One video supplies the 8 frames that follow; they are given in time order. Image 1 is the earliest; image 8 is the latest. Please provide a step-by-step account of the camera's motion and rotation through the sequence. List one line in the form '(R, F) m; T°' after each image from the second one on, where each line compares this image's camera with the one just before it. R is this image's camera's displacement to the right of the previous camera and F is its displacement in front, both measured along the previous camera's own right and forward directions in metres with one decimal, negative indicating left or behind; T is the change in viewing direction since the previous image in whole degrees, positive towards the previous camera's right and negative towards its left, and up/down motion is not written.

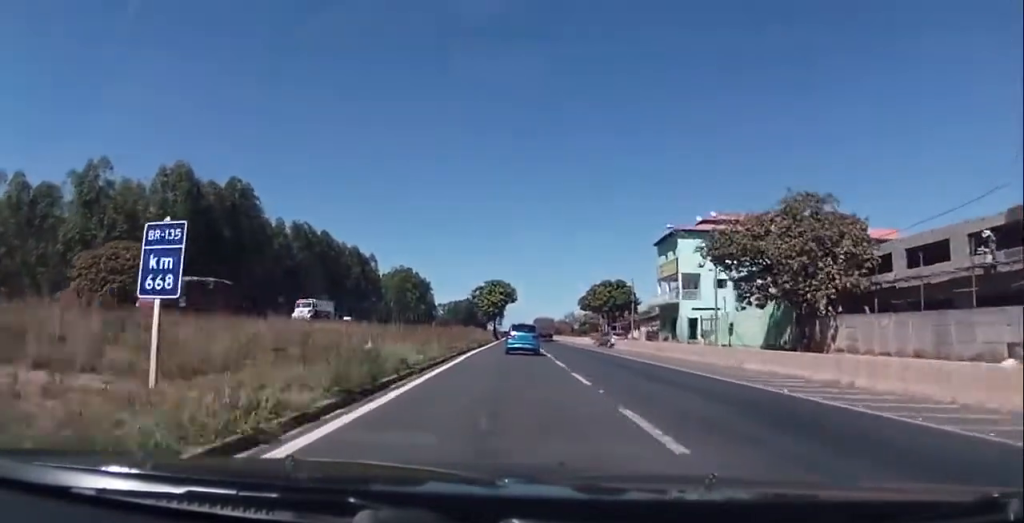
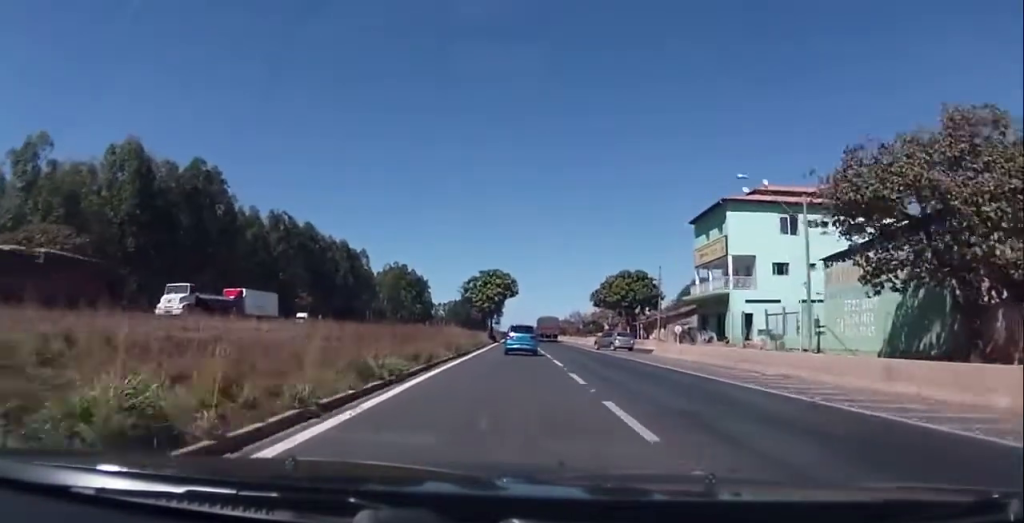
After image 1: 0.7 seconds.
(+0.1, +16.5) m; 0°
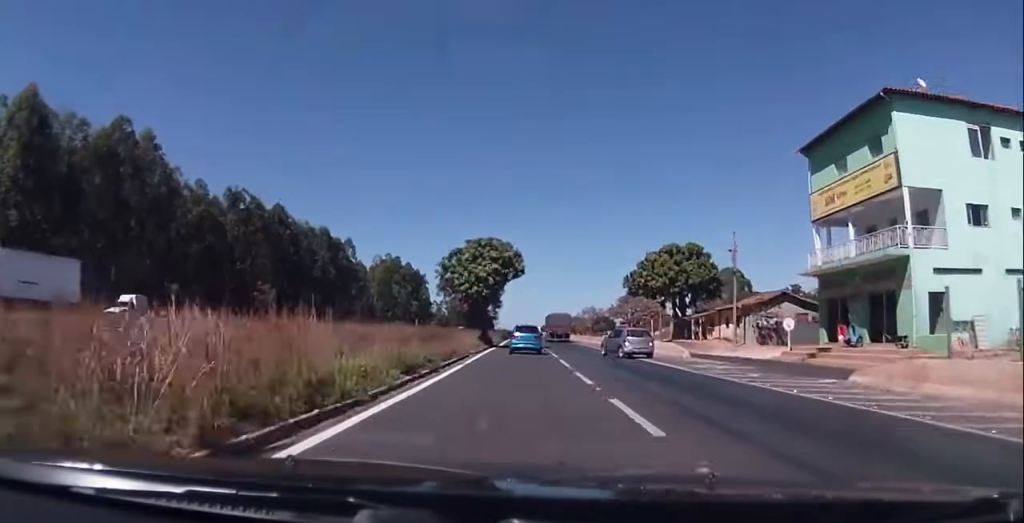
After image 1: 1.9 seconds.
(-0.3, +25.5) m; 0°
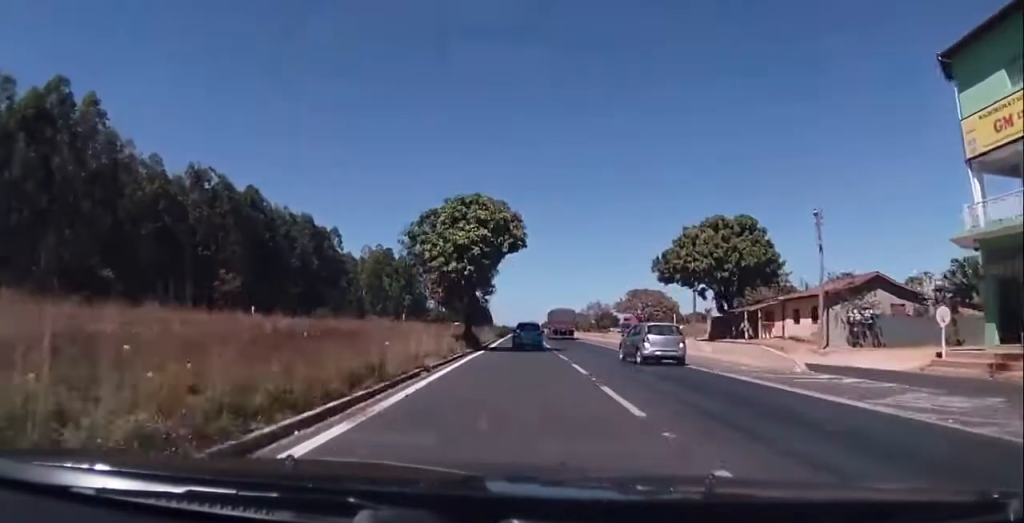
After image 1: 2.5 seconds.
(0.0, +15.1) m; 0°
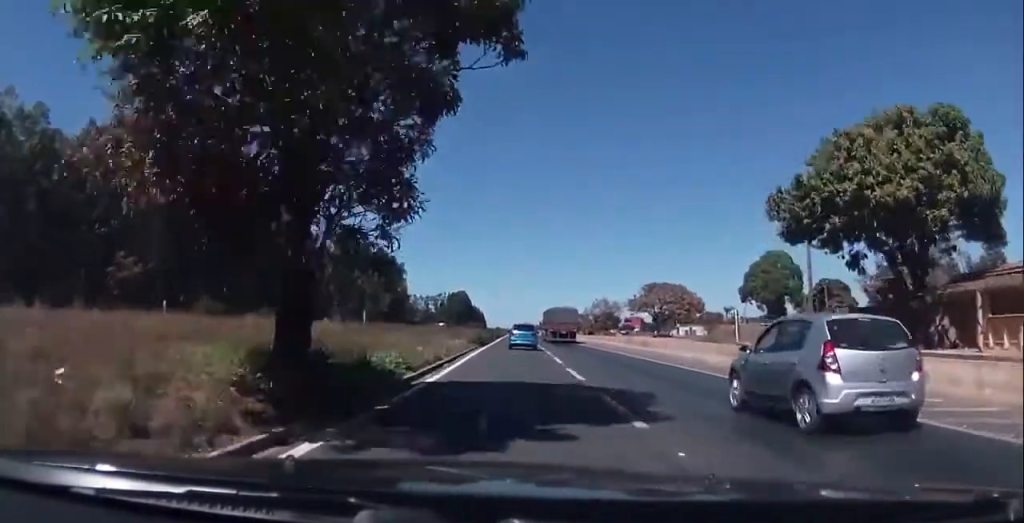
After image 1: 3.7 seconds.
(0.0, +26.8) m; -1°
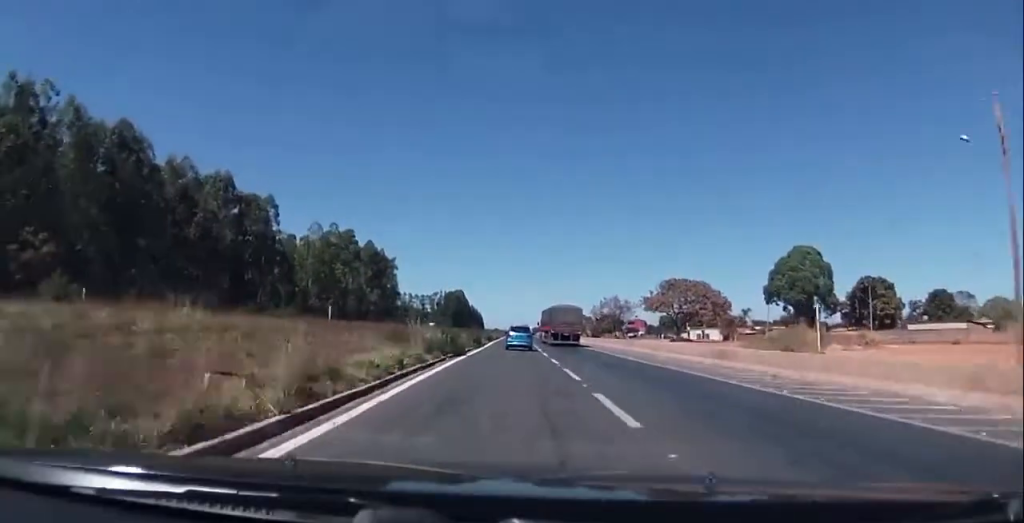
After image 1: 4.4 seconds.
(-0.1, +17.0) m; -1°
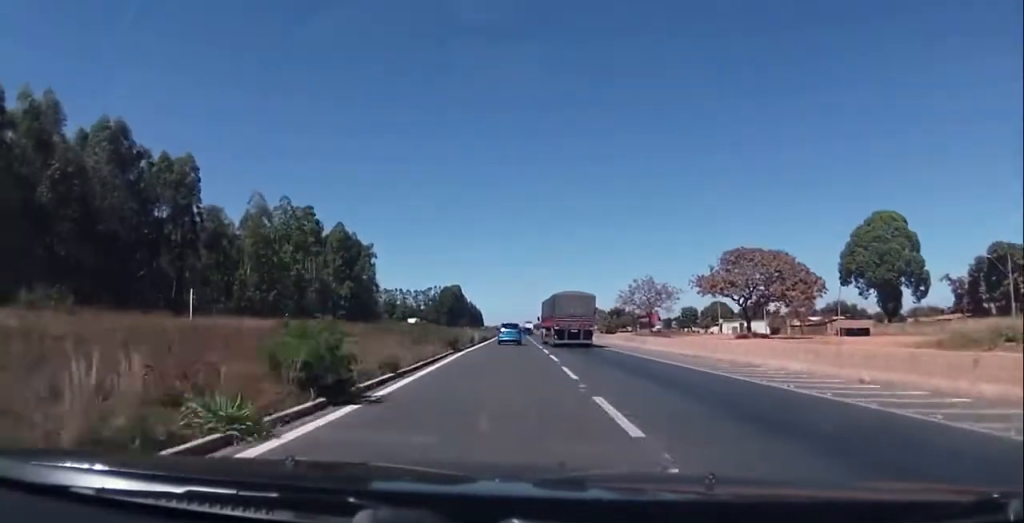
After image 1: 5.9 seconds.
(+0.1, +35.1) m; +1°
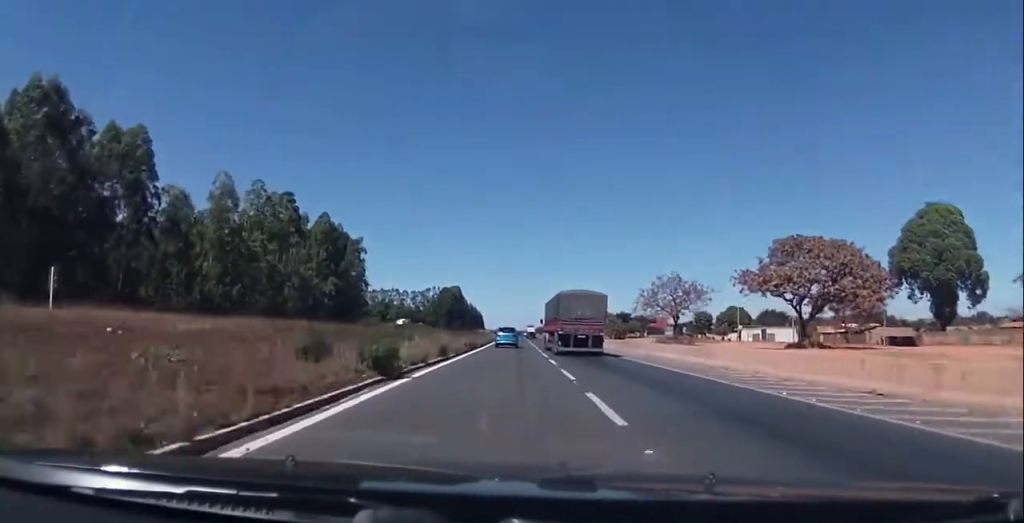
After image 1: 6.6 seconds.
(+0.1, +15.6) m; 0°
